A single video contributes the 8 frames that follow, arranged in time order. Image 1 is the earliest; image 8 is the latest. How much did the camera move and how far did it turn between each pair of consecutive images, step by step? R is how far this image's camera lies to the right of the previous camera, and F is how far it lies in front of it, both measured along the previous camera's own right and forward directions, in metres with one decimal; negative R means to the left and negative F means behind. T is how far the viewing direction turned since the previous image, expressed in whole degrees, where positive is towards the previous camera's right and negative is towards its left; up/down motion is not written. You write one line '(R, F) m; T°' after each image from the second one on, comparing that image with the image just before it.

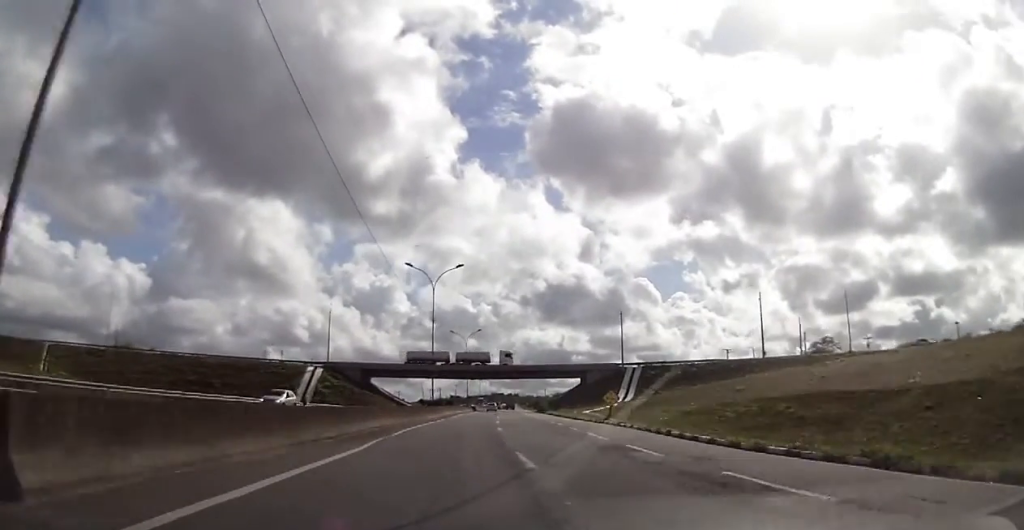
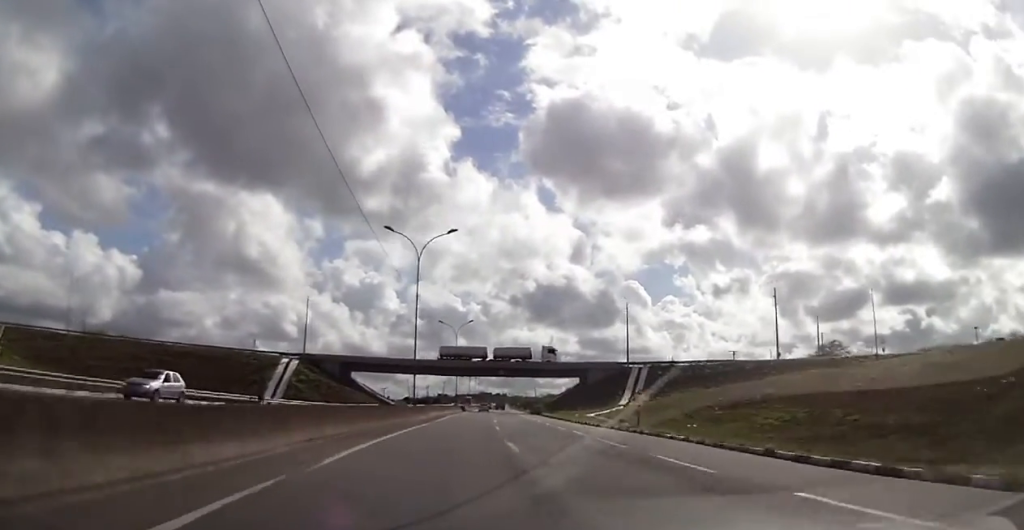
(+0.2, +9.2) m; +1°
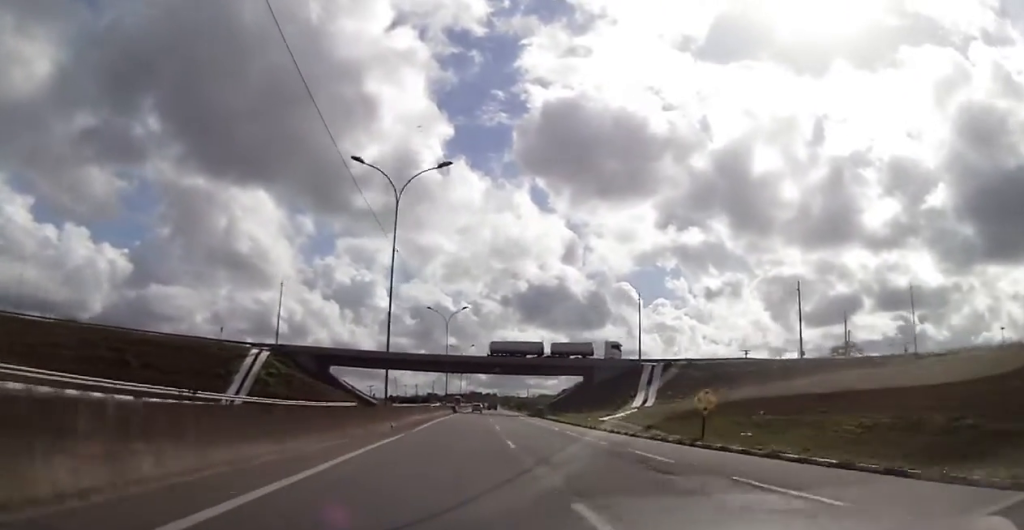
(+0.1, +10.1) m; +1°
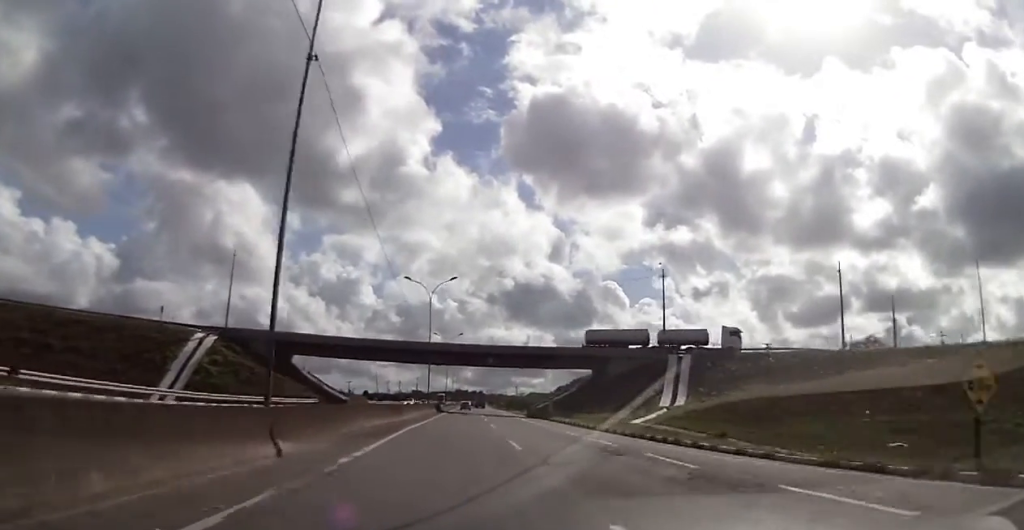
(+0.3, +14.0) m; +2°
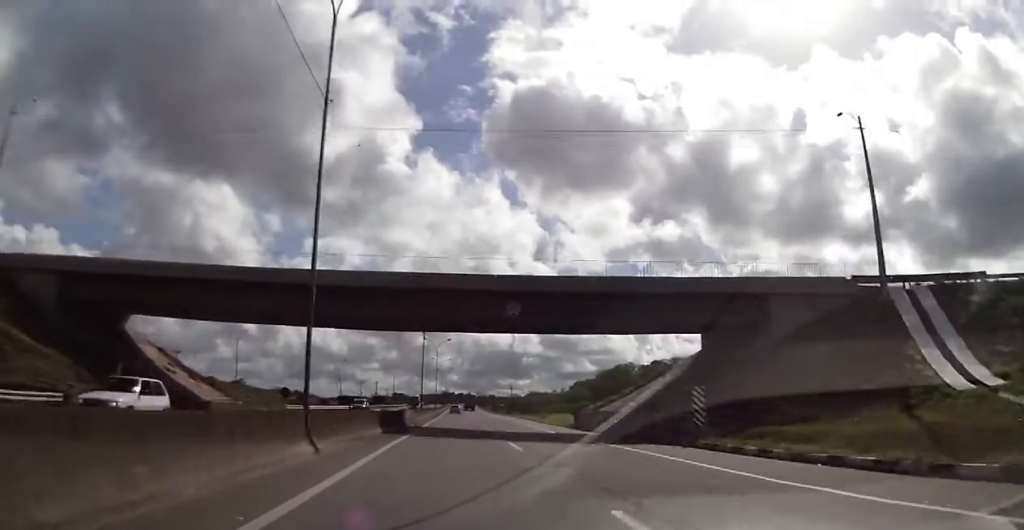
(+1.0, +41.3) m; +2°
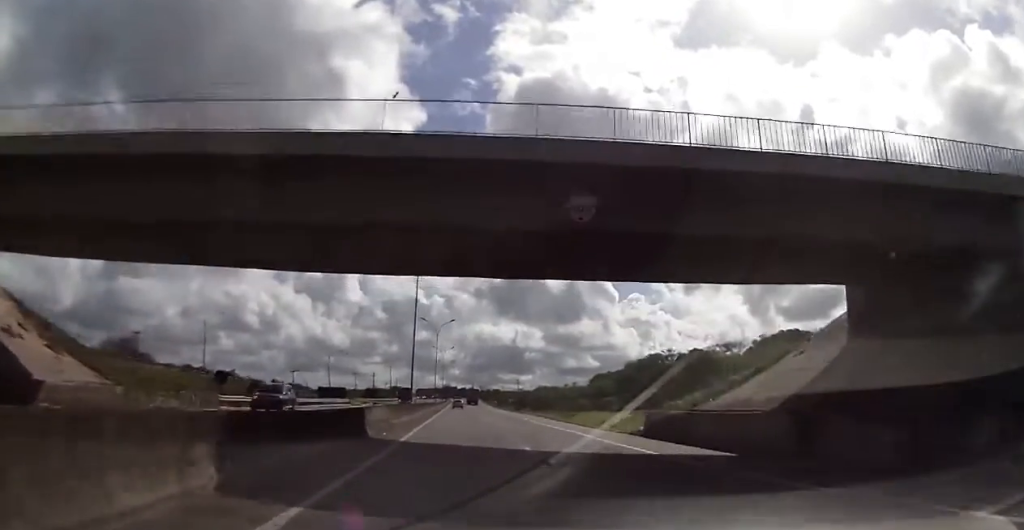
(0.0, +17.6) m; 0°
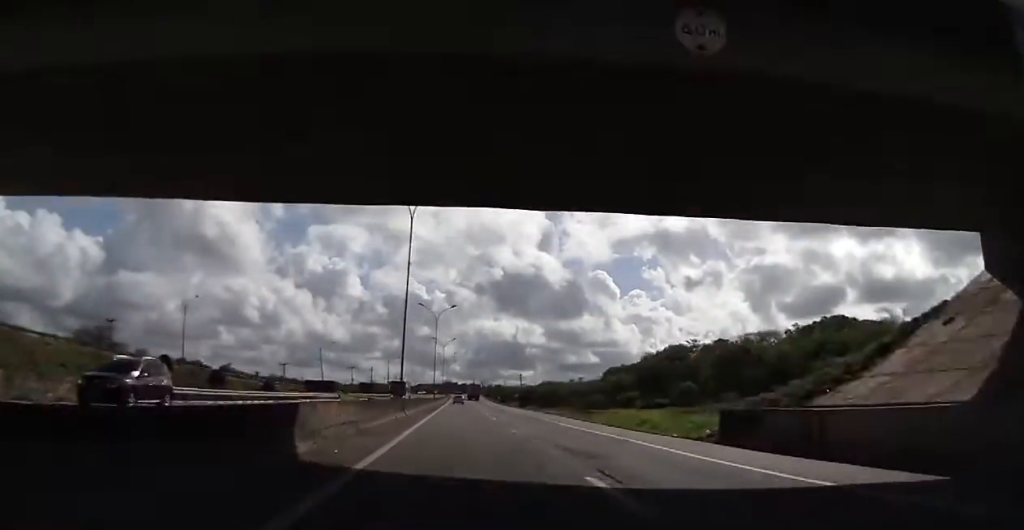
(0.0, +9.0) m; 0°
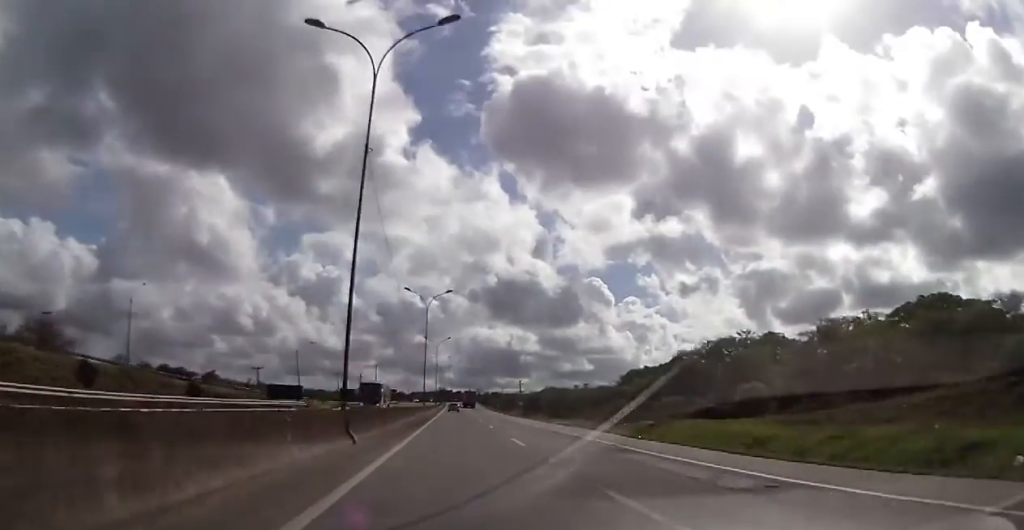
(+0.1, +16.2) m; -1°
